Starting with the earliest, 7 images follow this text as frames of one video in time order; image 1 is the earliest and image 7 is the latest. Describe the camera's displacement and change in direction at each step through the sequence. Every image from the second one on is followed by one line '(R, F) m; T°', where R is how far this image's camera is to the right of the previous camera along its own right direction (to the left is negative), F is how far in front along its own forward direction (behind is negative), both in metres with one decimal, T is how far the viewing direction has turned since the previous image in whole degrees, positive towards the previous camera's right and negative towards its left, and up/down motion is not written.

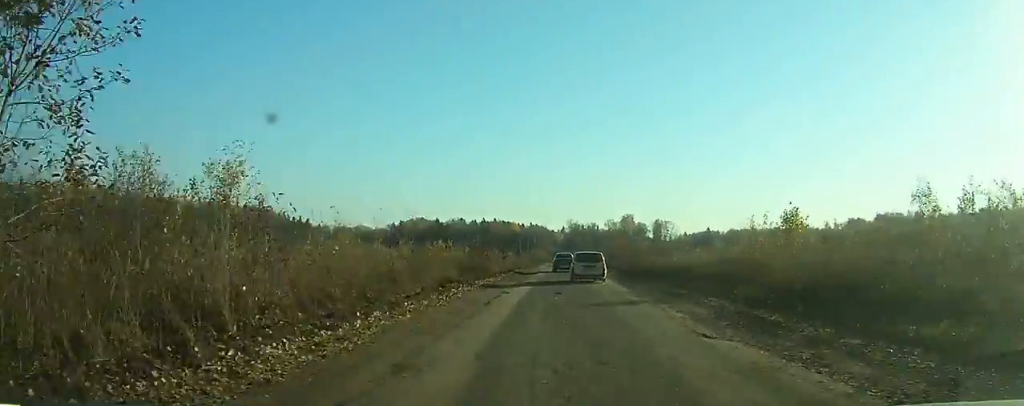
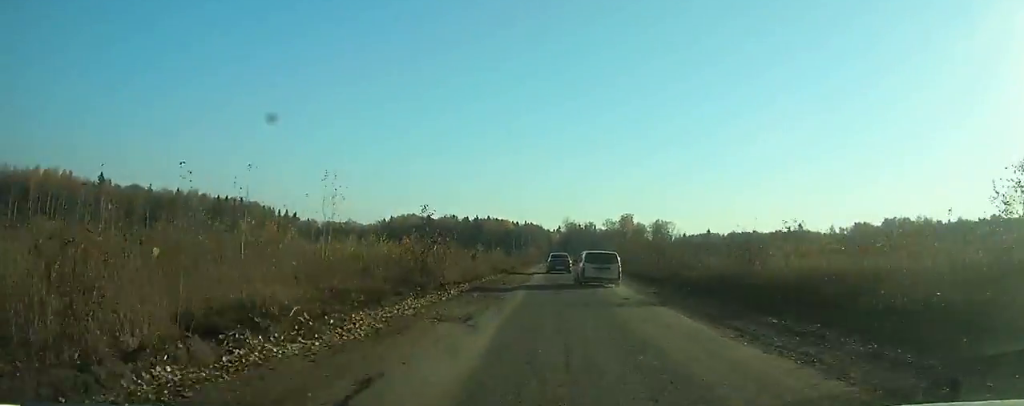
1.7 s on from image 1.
(0.0, +15.5) m; +1°
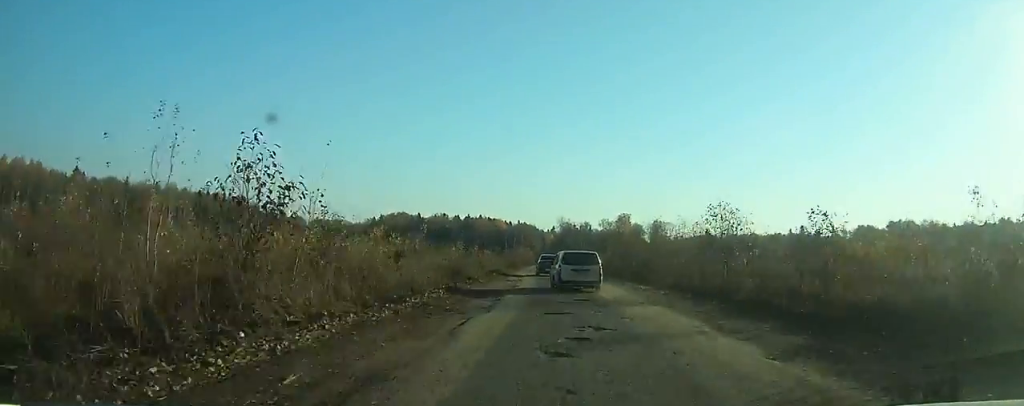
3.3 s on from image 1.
(+0.2, +13.7) m; +1°
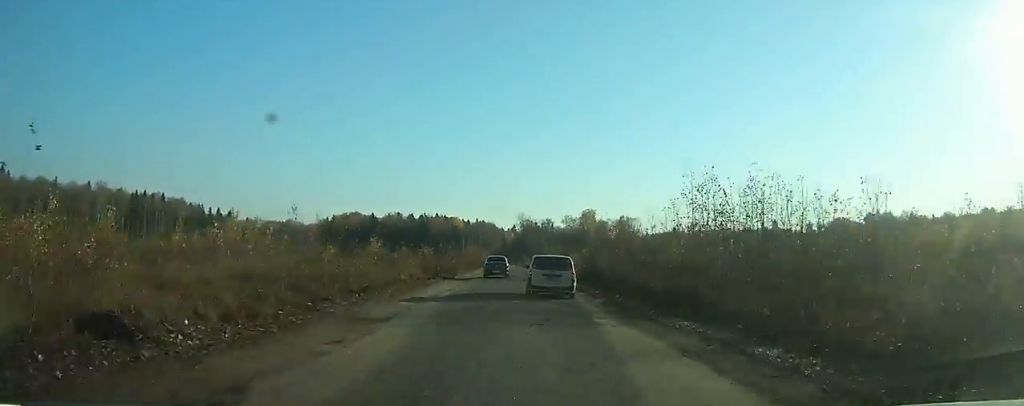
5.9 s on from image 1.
(+0.2, +22.7) m; 0°
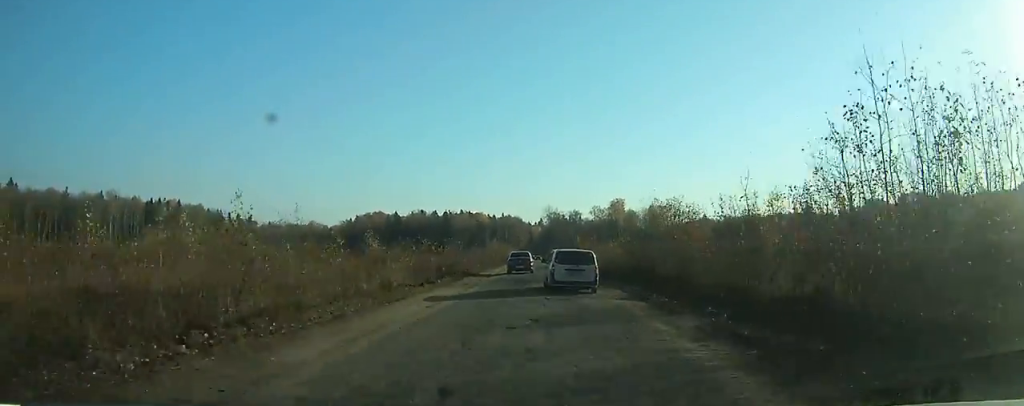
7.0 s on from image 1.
(0.0, +9.6) m; 0°
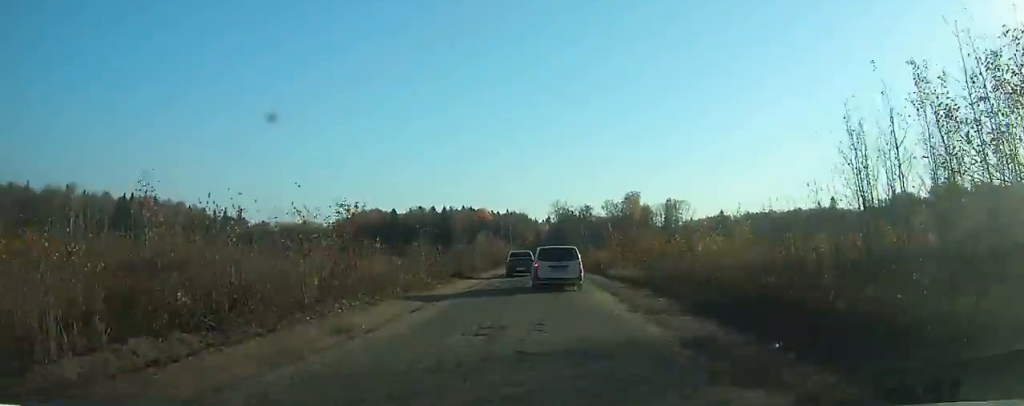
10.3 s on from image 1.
(-0.3, +26.4) m; -2°
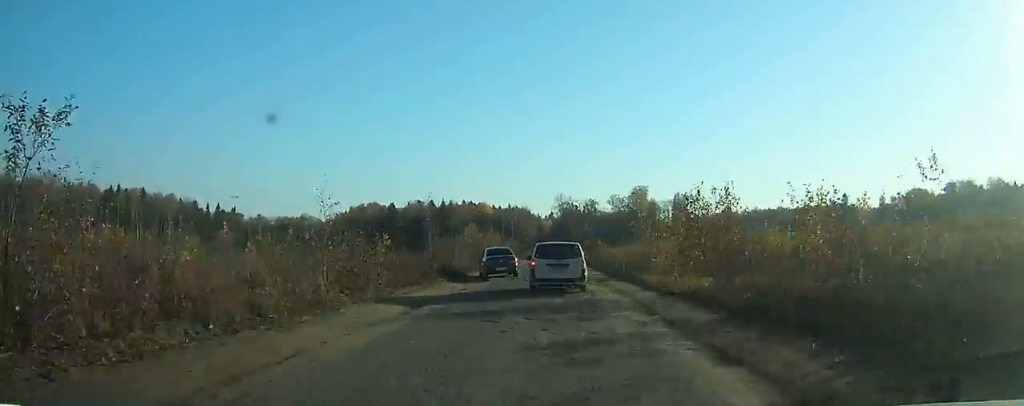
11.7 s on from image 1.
(-0.2, +10.5) m; -1°
